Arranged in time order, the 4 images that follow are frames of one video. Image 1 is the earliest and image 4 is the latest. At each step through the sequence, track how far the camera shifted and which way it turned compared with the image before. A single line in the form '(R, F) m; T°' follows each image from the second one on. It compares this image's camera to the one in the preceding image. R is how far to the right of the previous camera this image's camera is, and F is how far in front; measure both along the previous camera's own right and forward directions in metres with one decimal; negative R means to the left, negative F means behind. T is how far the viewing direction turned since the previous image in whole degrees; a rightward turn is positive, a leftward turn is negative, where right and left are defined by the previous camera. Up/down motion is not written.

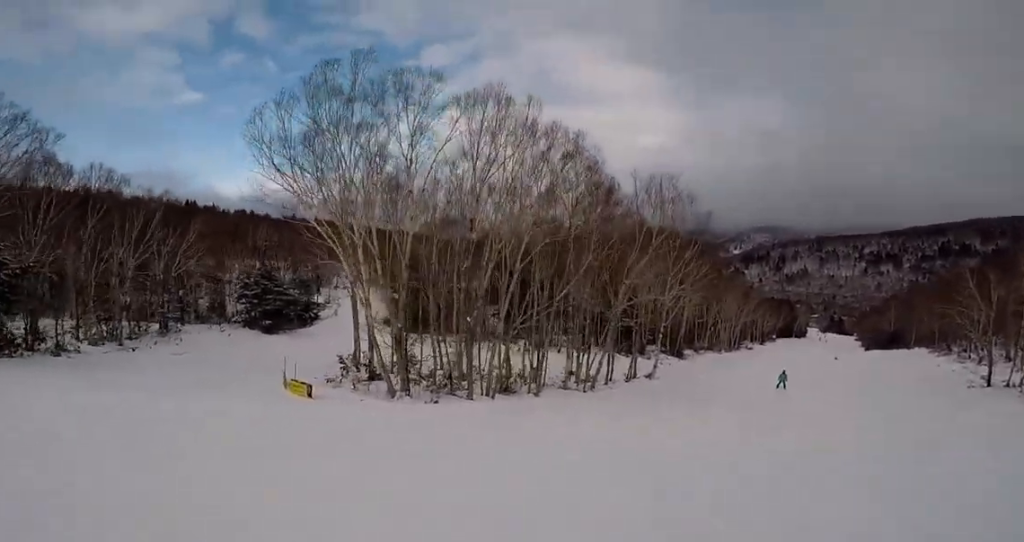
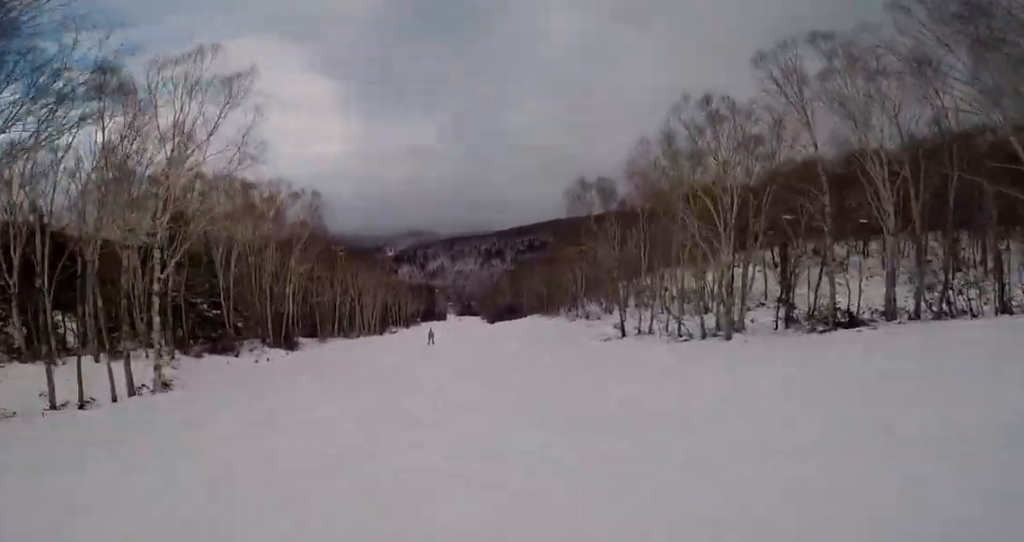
(0.0, +21.6) m; +3°
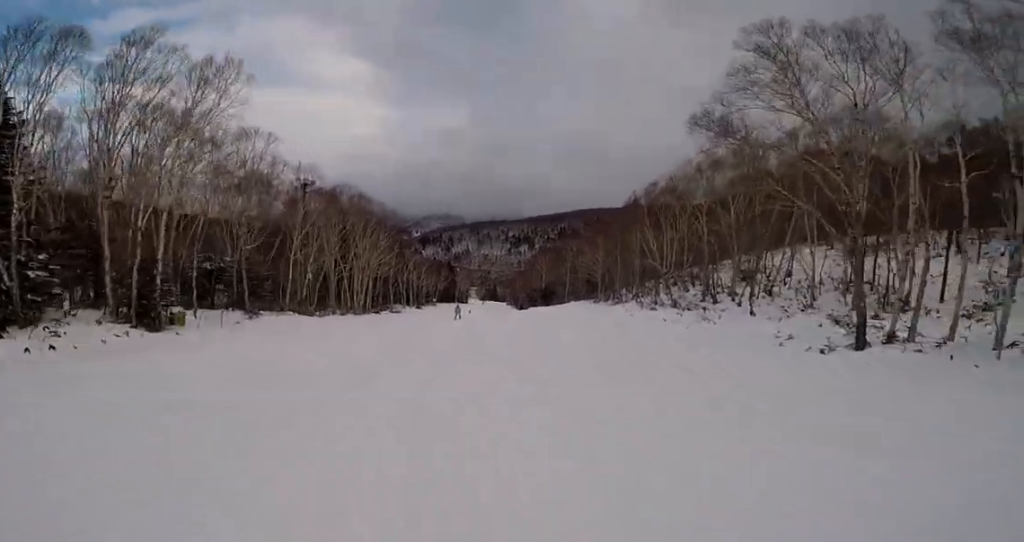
(+1.0, +20.7) m; +2°
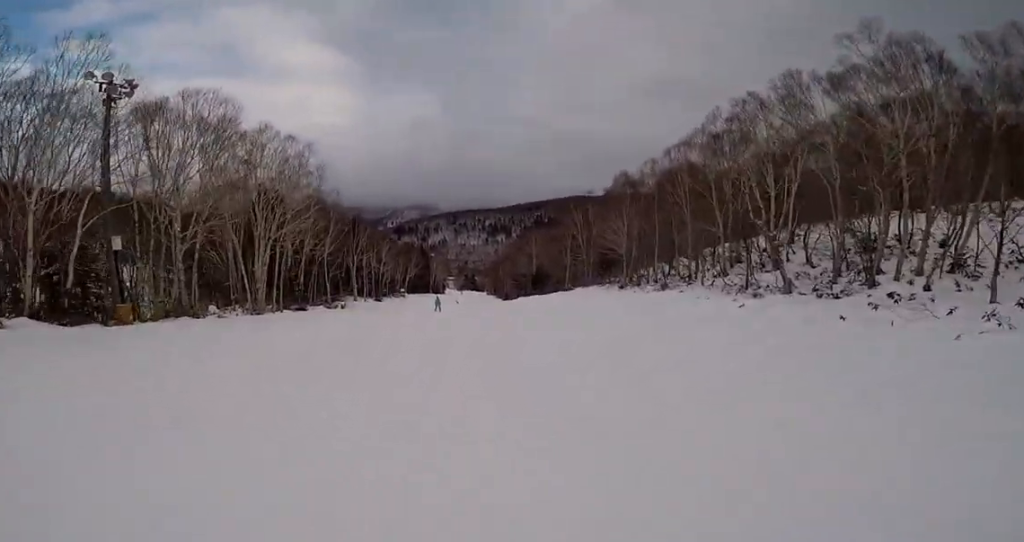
(-1.0, +20.1) m; -6°
